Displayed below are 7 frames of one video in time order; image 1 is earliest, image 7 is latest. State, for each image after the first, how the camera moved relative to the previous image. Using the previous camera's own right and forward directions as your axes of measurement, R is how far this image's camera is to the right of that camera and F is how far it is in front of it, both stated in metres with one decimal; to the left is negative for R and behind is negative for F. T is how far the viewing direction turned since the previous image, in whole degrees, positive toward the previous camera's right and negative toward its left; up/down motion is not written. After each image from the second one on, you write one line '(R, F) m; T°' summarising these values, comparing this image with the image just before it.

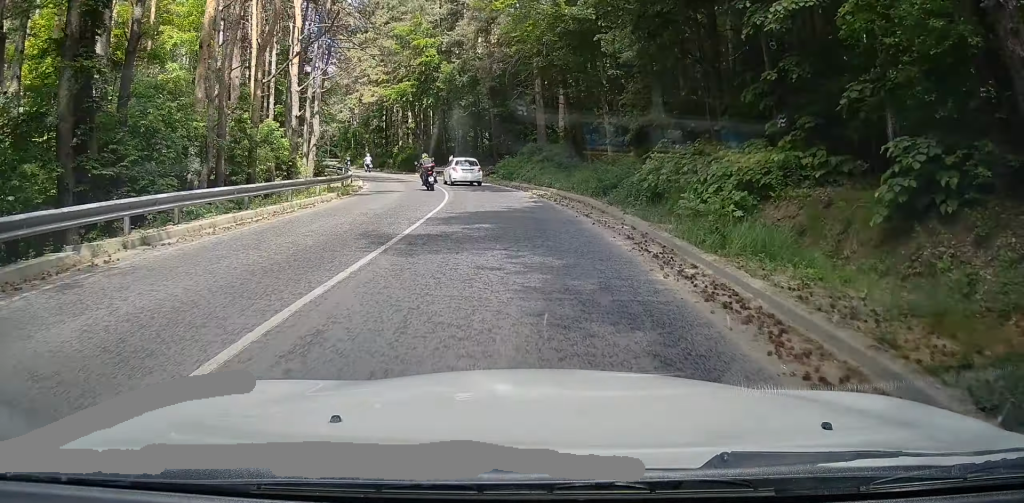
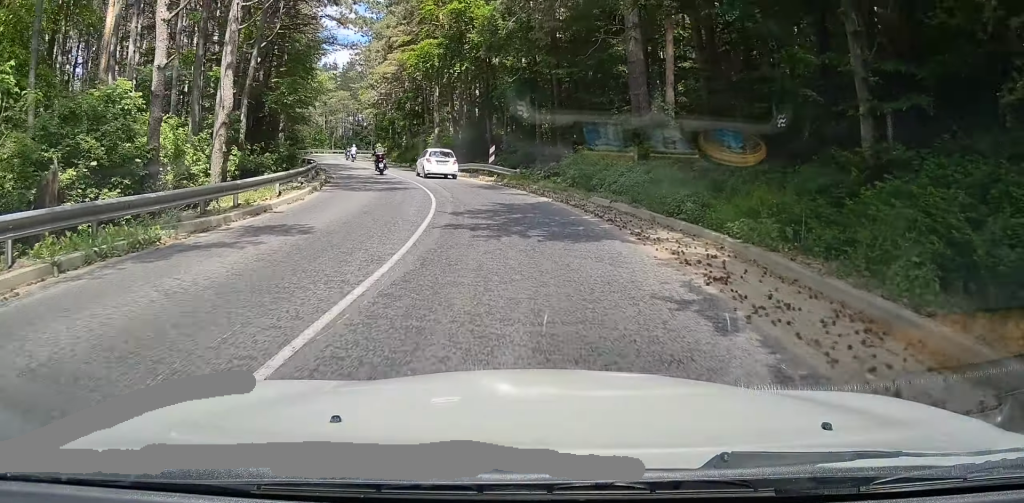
(-1.4, +15.7) m; -3°
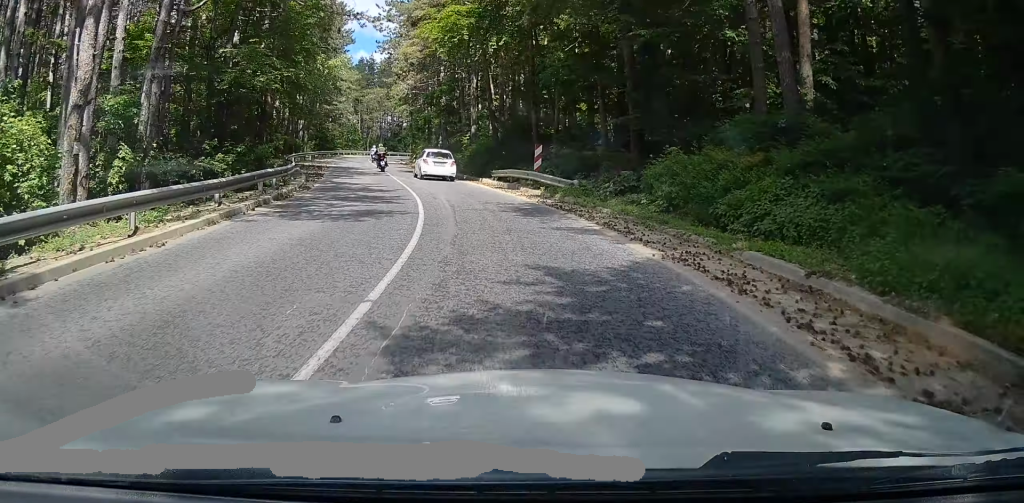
(+0.2, +8.8) m; +1°
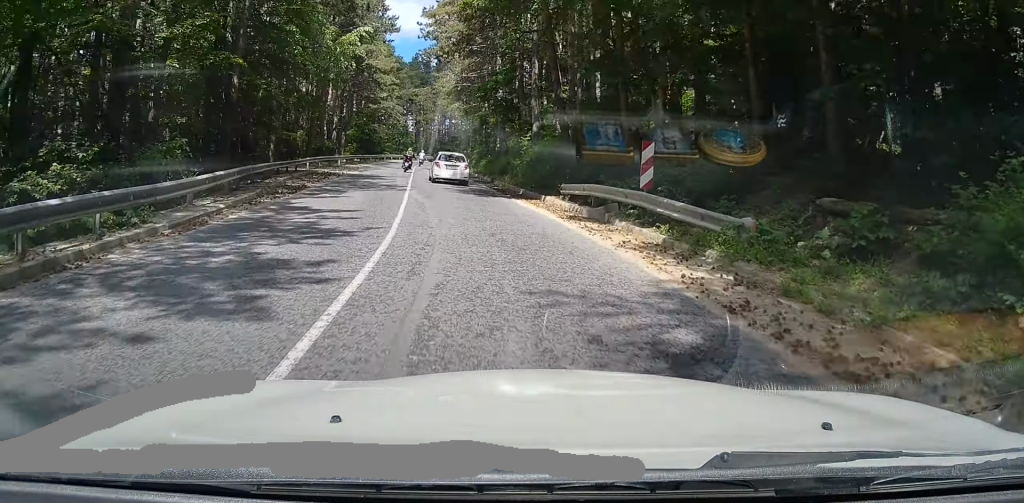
(+0.2, +11.0) m; -1°
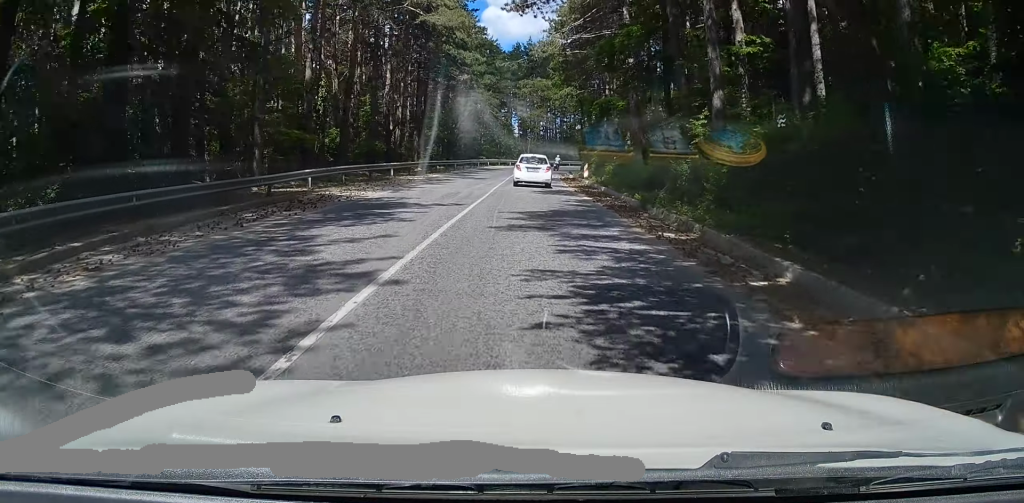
(-1.0, +17.9) m; -6°
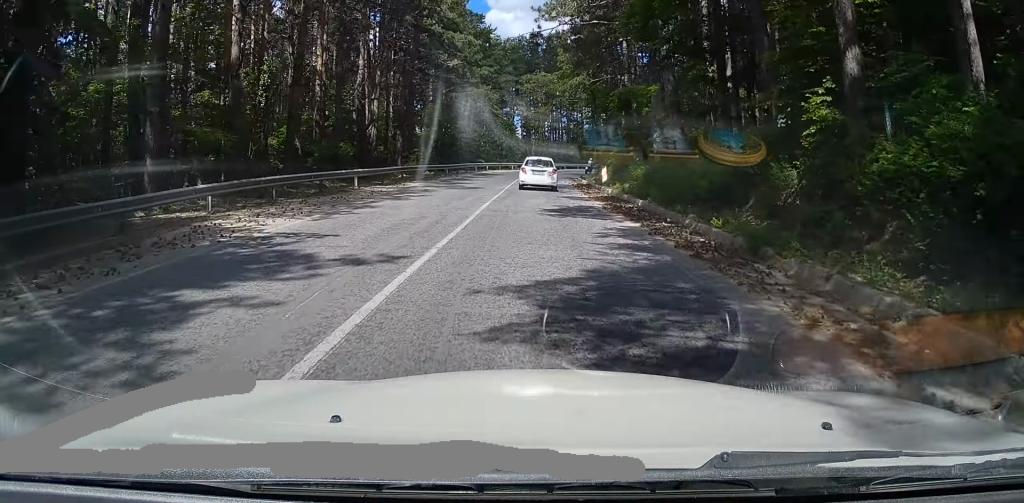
(-0.2, +8.4) m; -2°
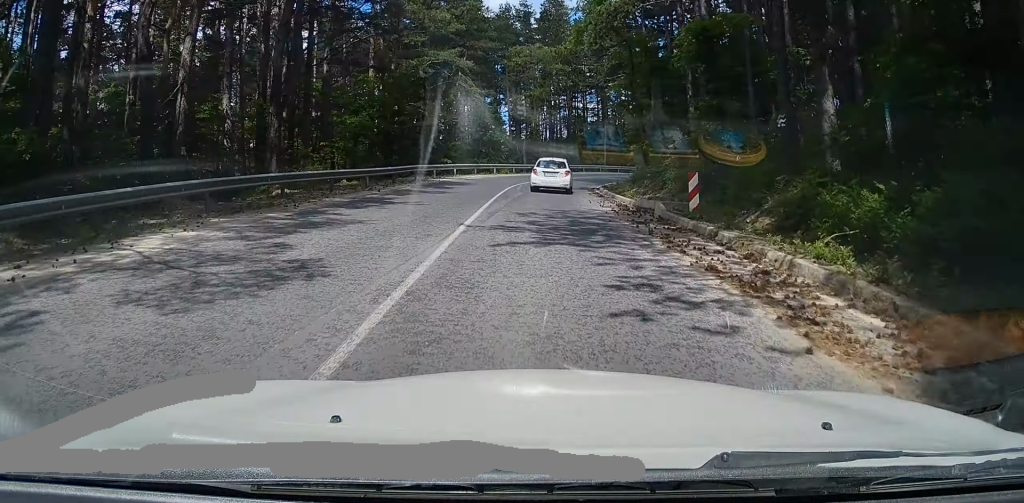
(-0.2, +21.2) m; +4°
